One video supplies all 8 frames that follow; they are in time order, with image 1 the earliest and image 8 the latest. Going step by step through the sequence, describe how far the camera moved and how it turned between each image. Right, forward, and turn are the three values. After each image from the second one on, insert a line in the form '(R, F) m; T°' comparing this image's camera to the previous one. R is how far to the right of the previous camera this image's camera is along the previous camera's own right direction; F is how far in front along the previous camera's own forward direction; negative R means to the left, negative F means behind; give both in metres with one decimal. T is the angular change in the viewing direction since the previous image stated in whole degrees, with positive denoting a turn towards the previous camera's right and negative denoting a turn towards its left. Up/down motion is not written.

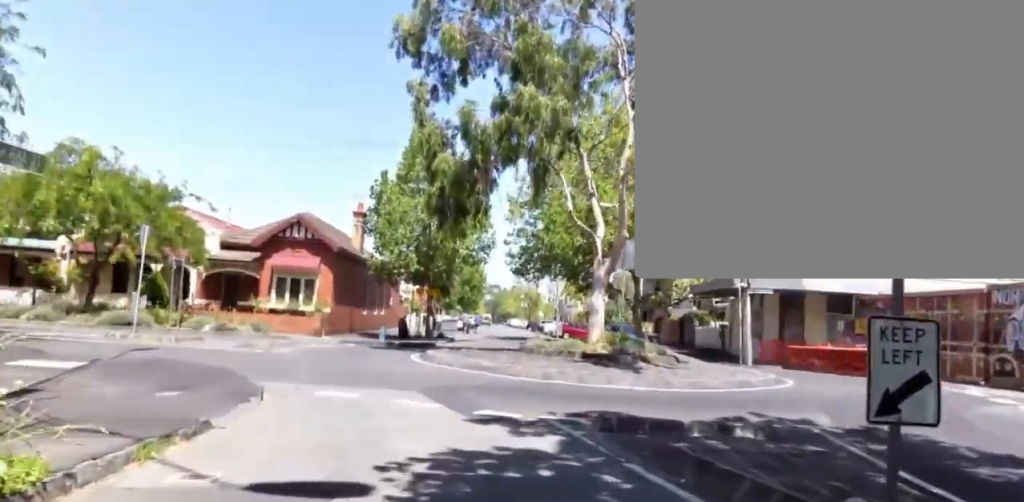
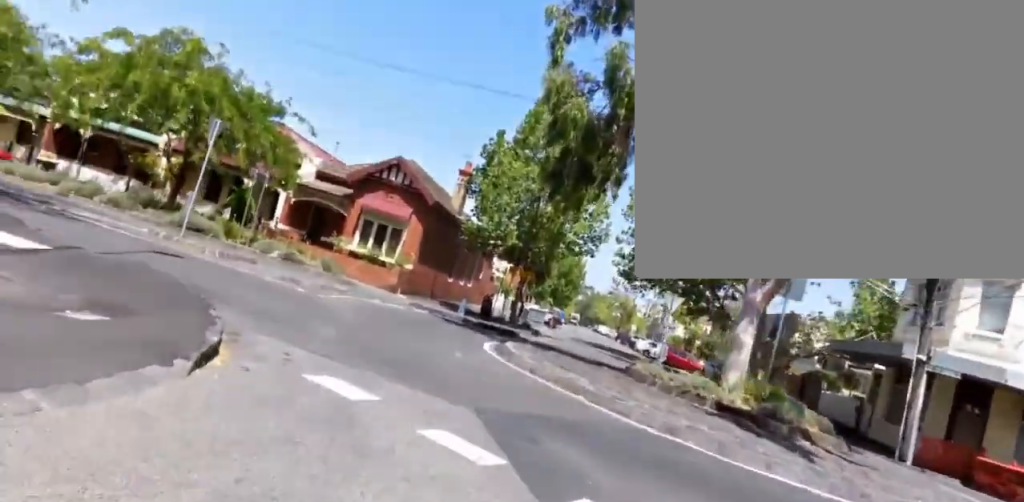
(0.0, +2.8) m; -18°
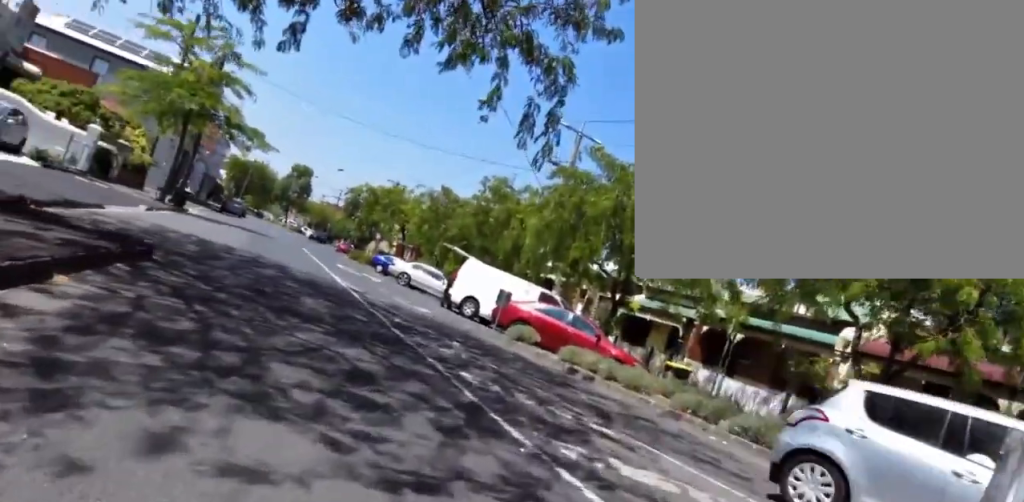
(-4.2, +8.2) m; -33°
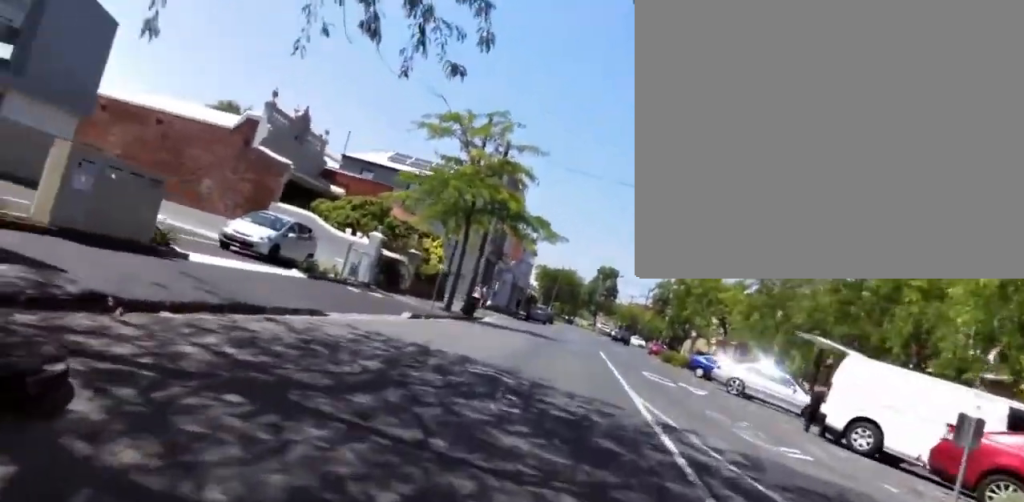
(+0.1, +6.0) m; -4°
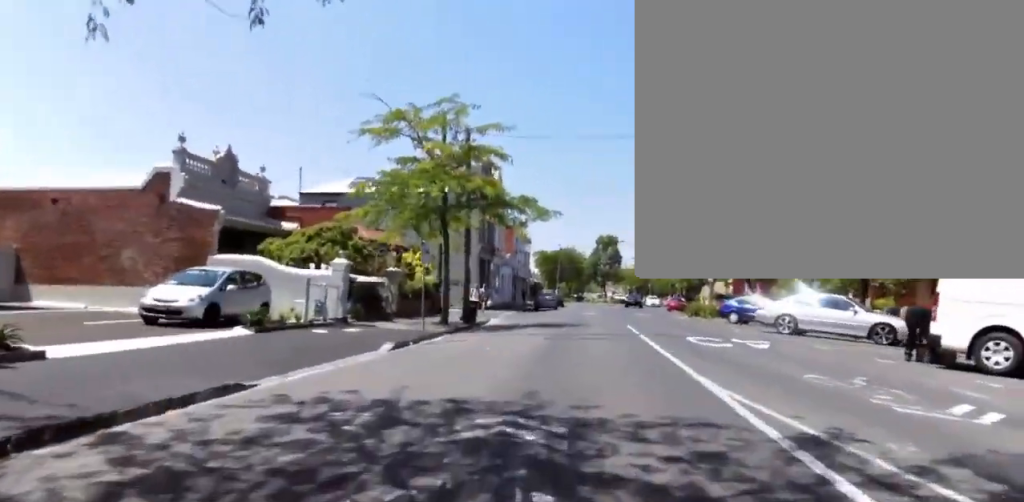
(+0.4, +3.4) m; -5°
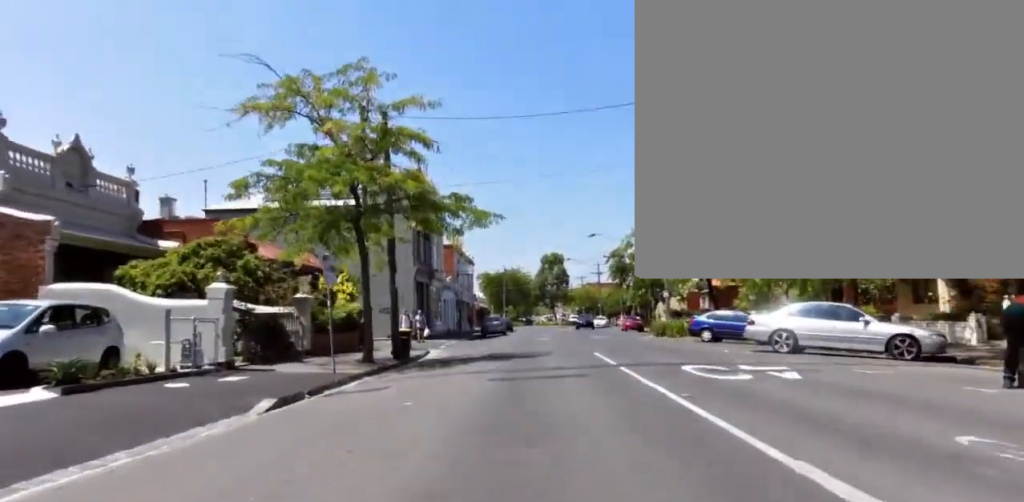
(-0.7, +4.1) m; 0°
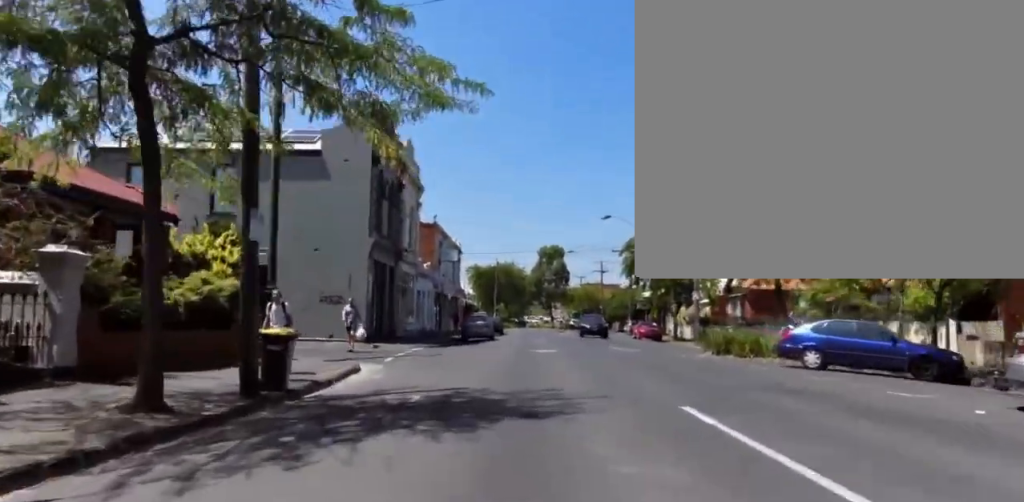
(+0.8, +10.3) m; +1°
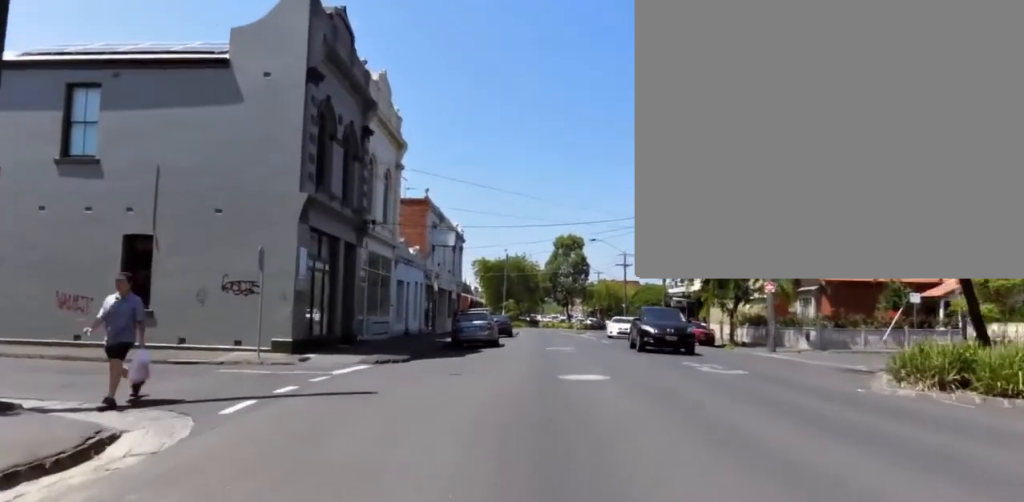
(-1.0, +9.8) m; 0°
